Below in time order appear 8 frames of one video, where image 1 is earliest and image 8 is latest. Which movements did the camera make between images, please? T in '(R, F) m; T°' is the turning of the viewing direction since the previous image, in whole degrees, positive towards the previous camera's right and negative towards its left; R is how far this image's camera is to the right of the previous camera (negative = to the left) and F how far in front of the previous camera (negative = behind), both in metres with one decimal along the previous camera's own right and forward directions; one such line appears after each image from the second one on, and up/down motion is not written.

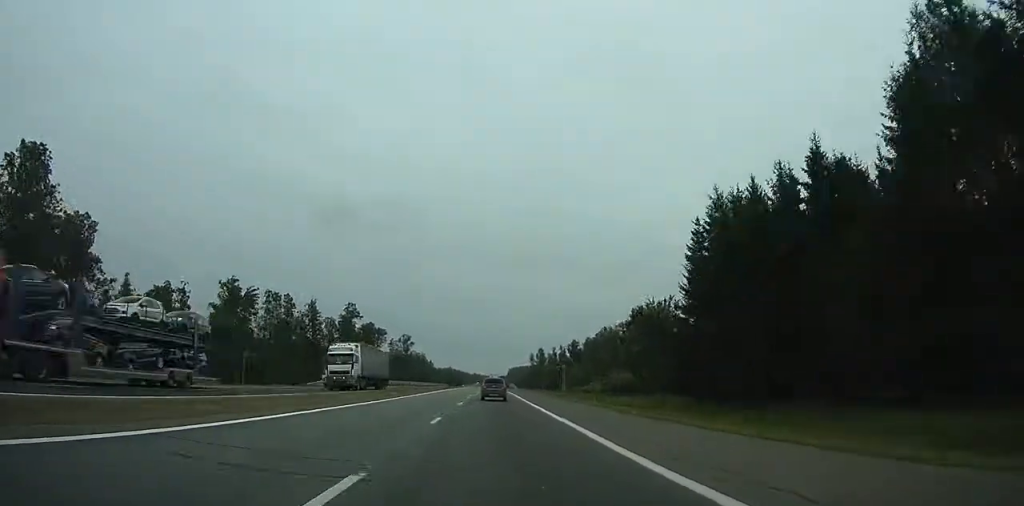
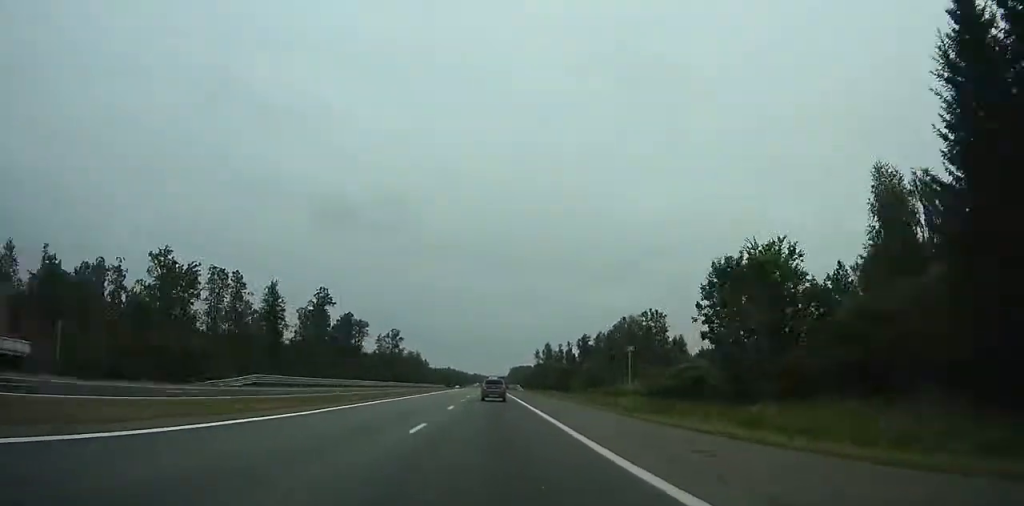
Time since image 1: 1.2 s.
(+0.1, +26.0) m; 0°
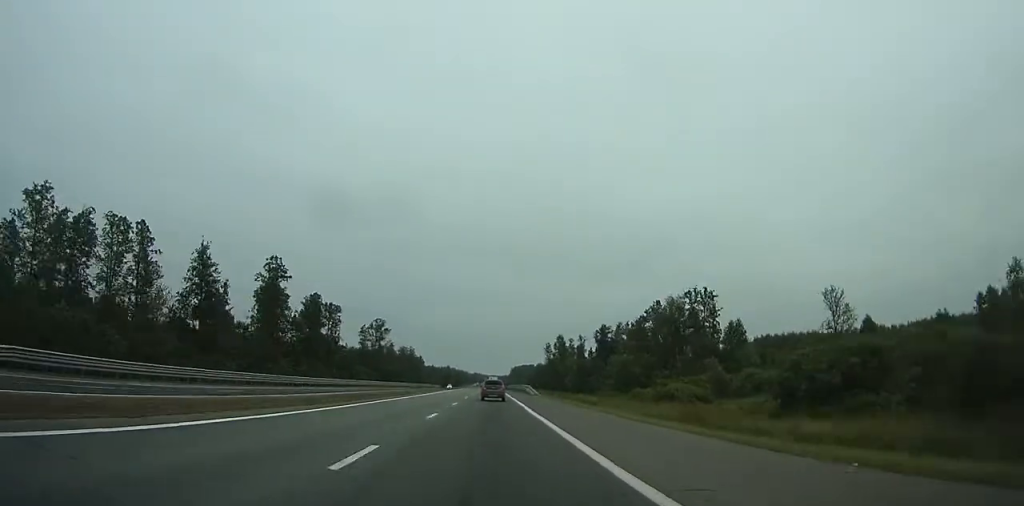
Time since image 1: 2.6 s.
(0.0, +31.0) m; 0°
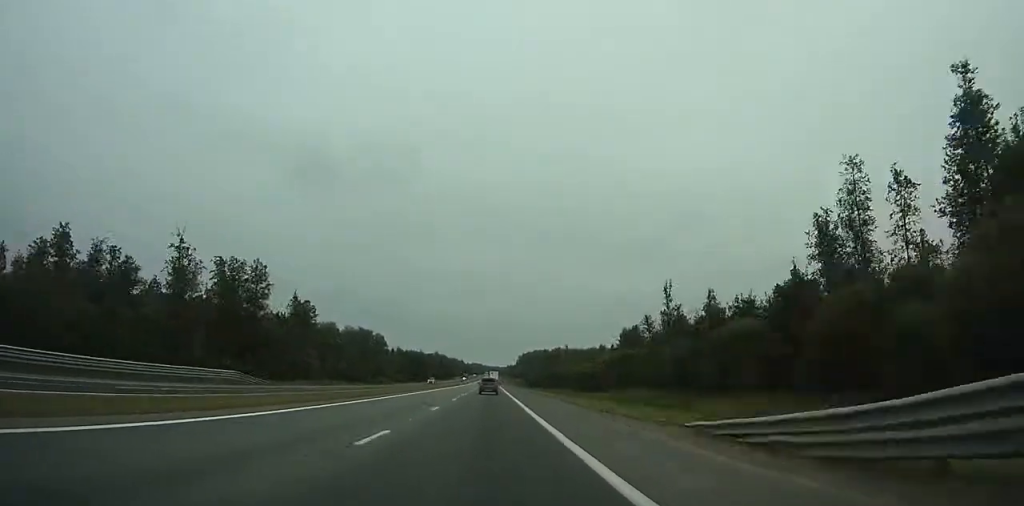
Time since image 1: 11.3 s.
(-1.3, +198.8) m; -1°
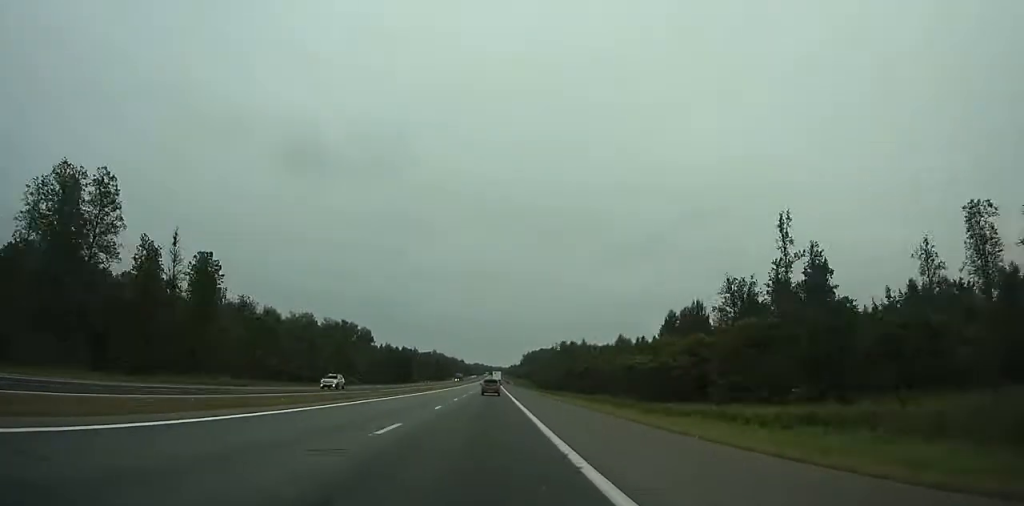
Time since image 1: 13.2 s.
(-0.2, +44.6) m; 0°
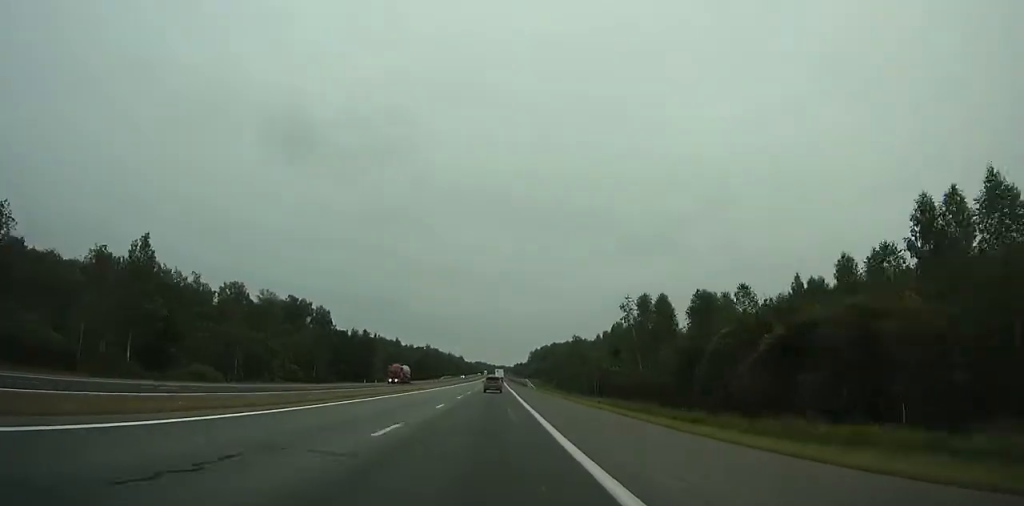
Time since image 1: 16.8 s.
(+0.1, +84.5) m; 0°
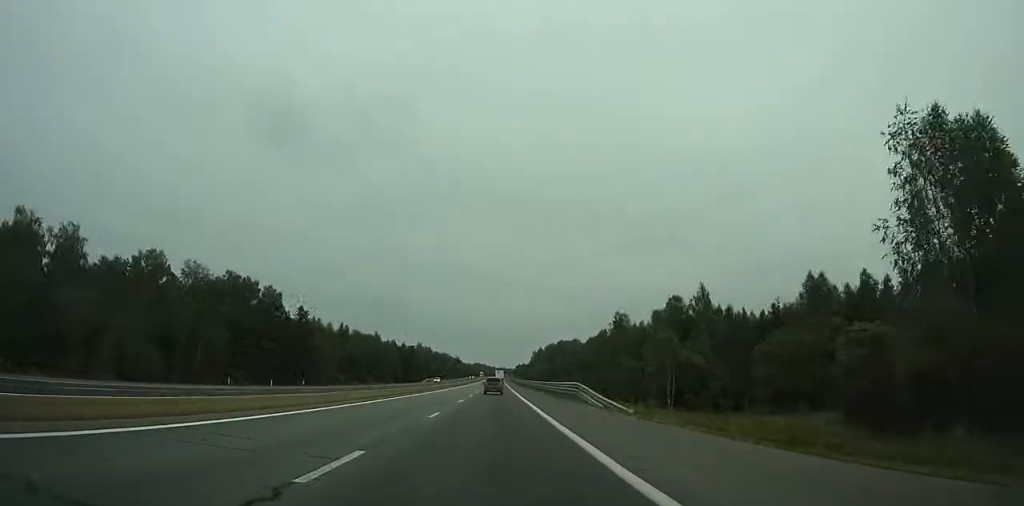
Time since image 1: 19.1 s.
(-0.2, +53.8) m; 0°
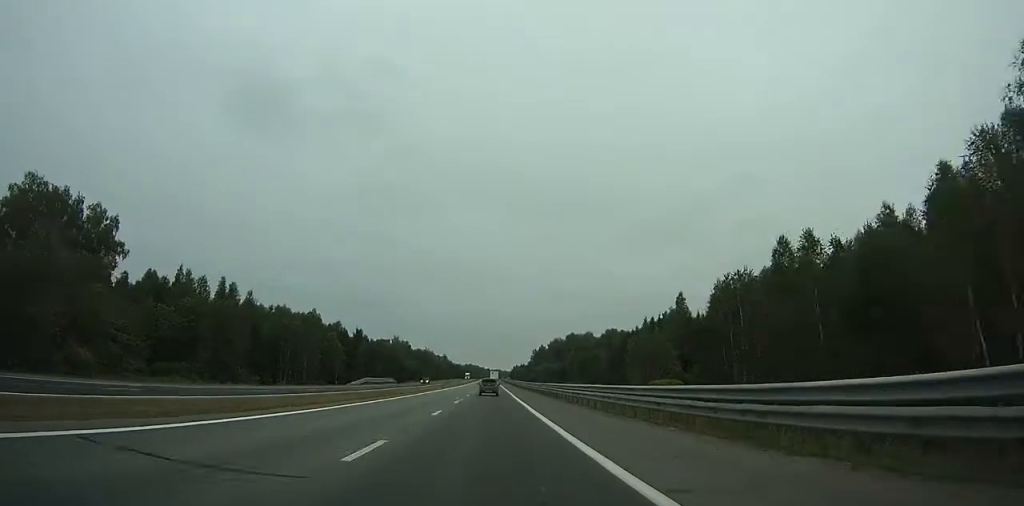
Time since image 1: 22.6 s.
(+0.4, +81.2) m; 0°
